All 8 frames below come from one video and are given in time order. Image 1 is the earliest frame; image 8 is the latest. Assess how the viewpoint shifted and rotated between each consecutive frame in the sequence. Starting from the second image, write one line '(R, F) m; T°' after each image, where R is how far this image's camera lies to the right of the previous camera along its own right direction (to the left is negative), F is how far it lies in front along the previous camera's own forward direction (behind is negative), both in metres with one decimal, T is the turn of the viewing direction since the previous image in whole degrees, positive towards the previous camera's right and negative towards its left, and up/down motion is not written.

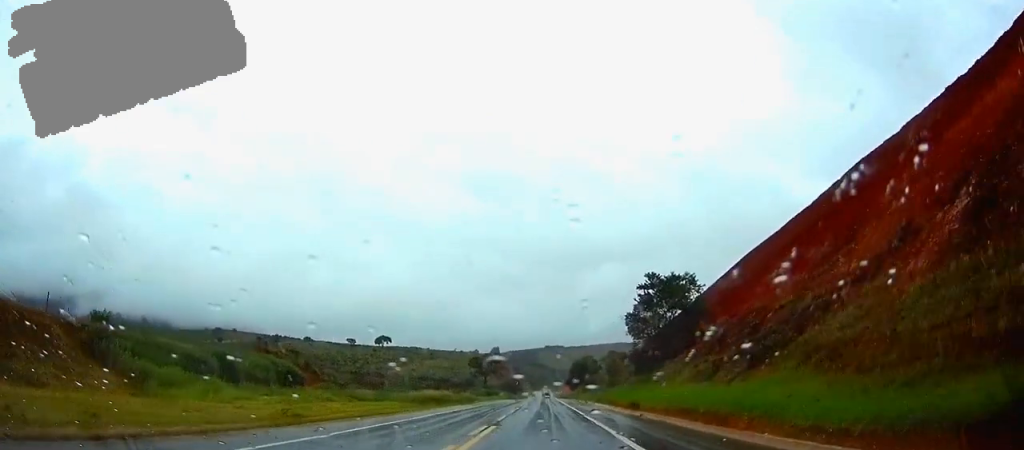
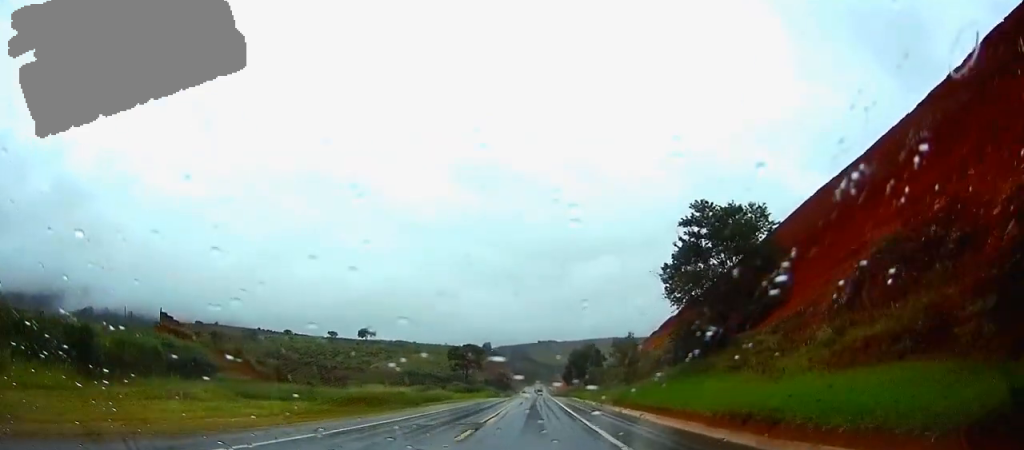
(0.0, +26.2) m; 0°
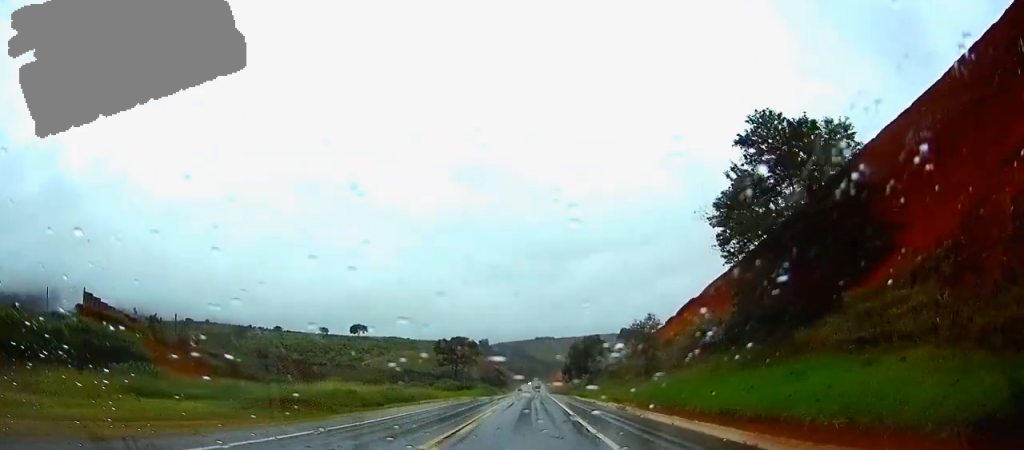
(+0.1, +15.1) m; 0°
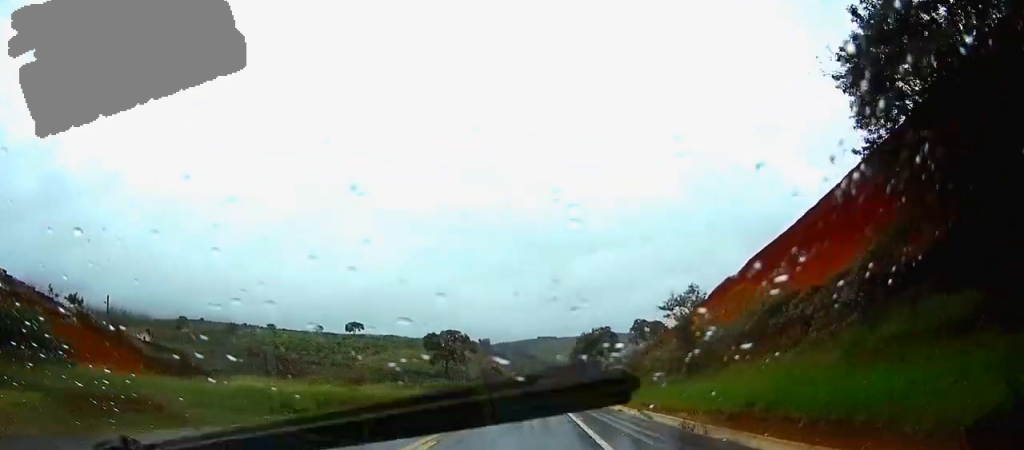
(0.0, +15.8) m; 0°
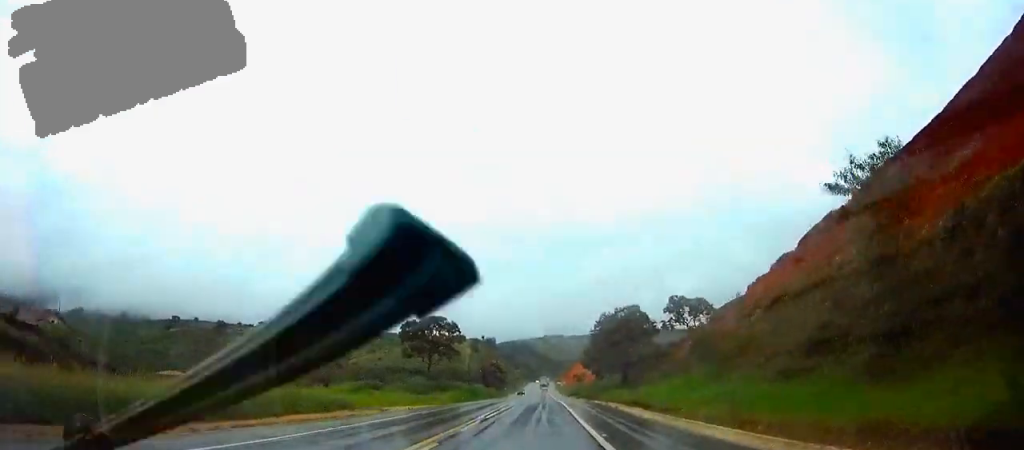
(0.0, +24.4) m; 0°
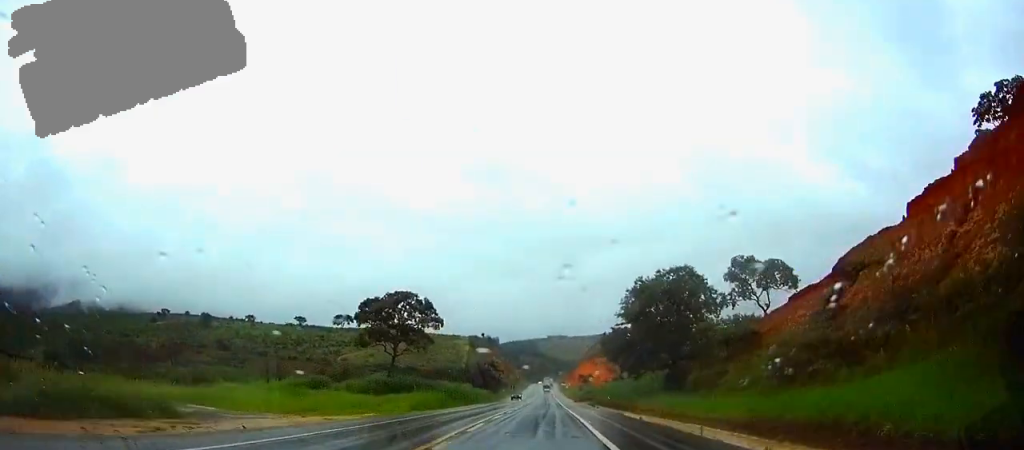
(-0.1, +25.0) m; 0°
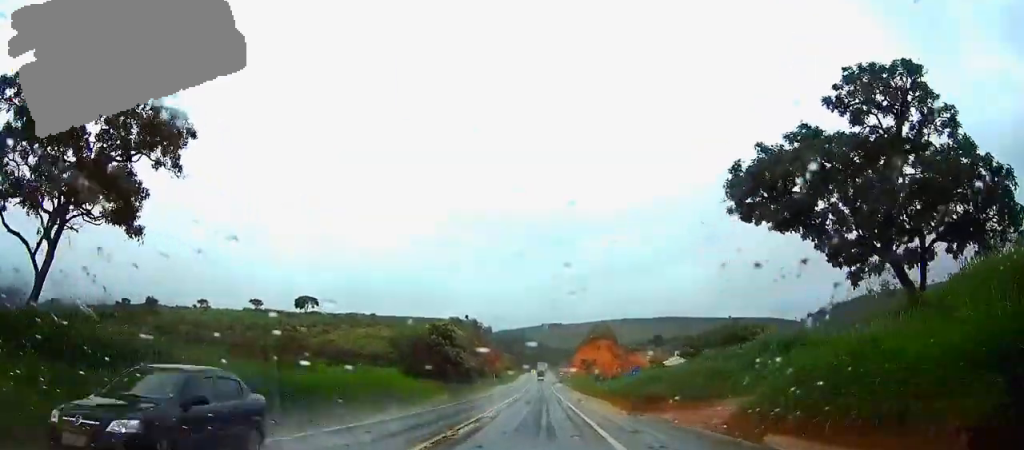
(0.0, +53.8) m; 0°
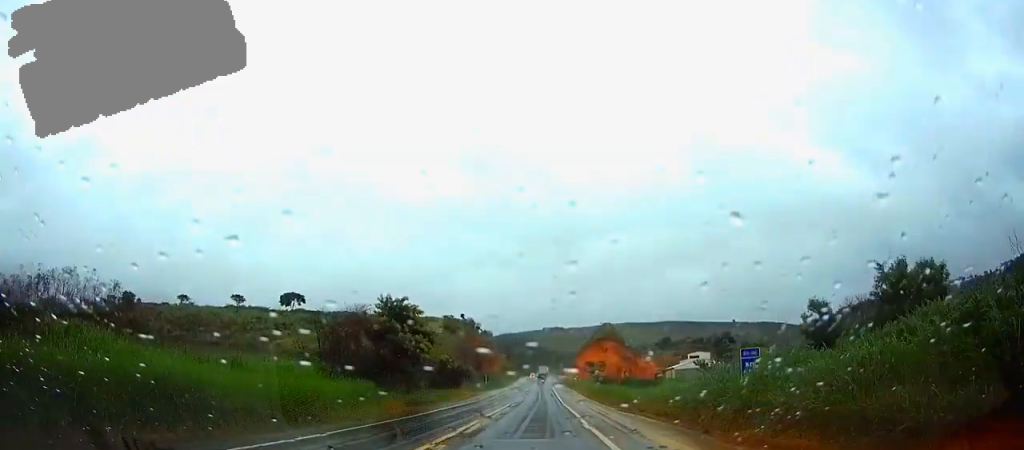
(0.0, +22.9) m; 0°
